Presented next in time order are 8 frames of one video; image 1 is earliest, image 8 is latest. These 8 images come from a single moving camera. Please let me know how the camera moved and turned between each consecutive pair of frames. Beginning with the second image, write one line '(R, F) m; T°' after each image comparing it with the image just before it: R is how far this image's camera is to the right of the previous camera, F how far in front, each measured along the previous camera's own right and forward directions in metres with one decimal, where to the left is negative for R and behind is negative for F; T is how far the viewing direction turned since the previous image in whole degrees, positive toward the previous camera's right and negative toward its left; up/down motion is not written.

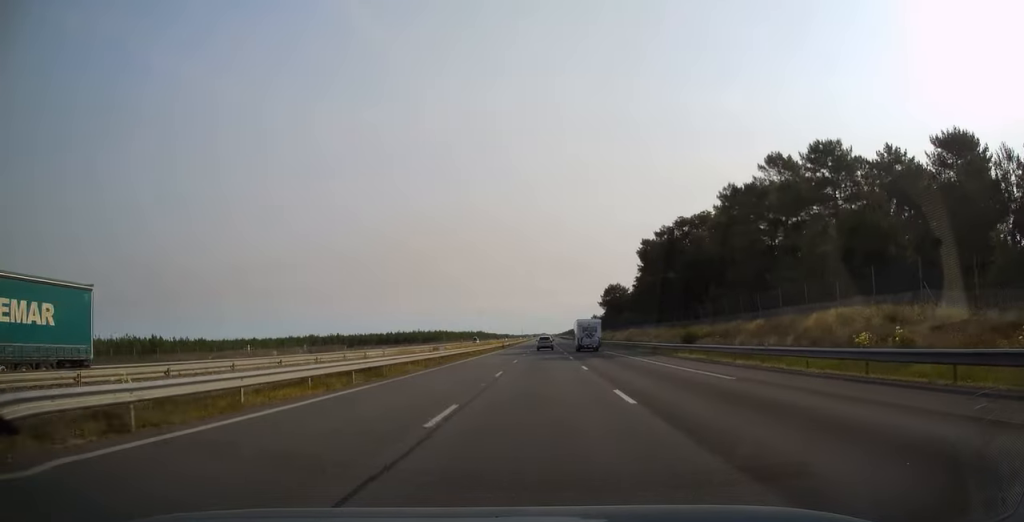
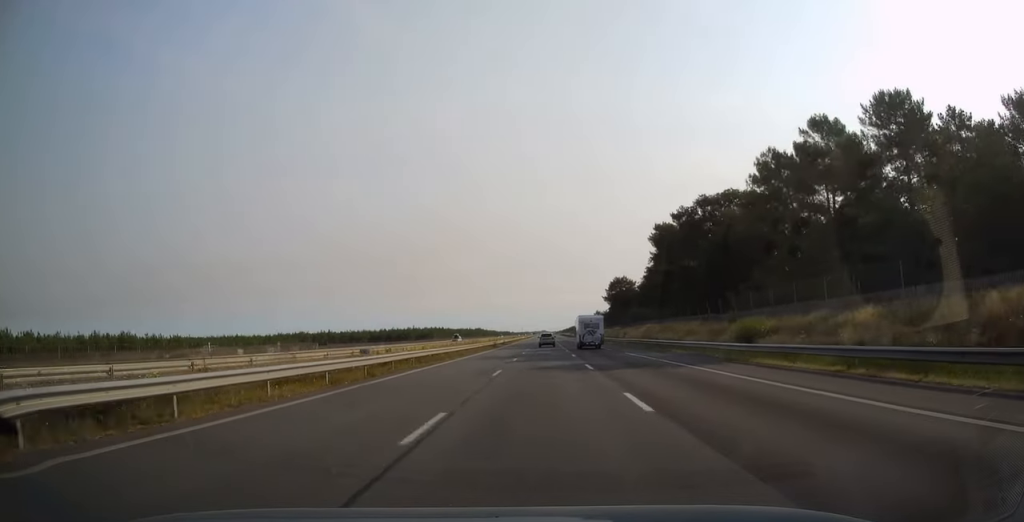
(-0.1, +14.8) m; 0°
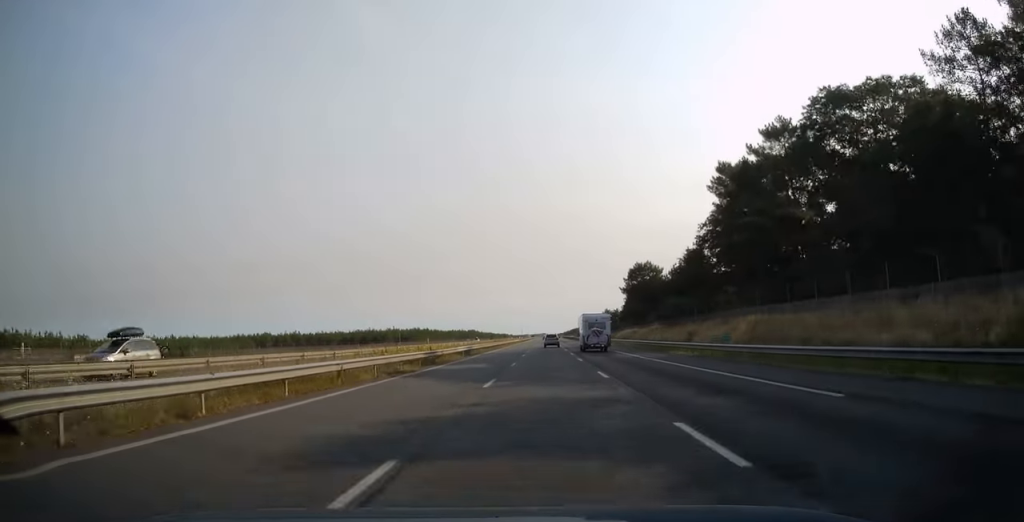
(-0.1, +43.4) m; 0°
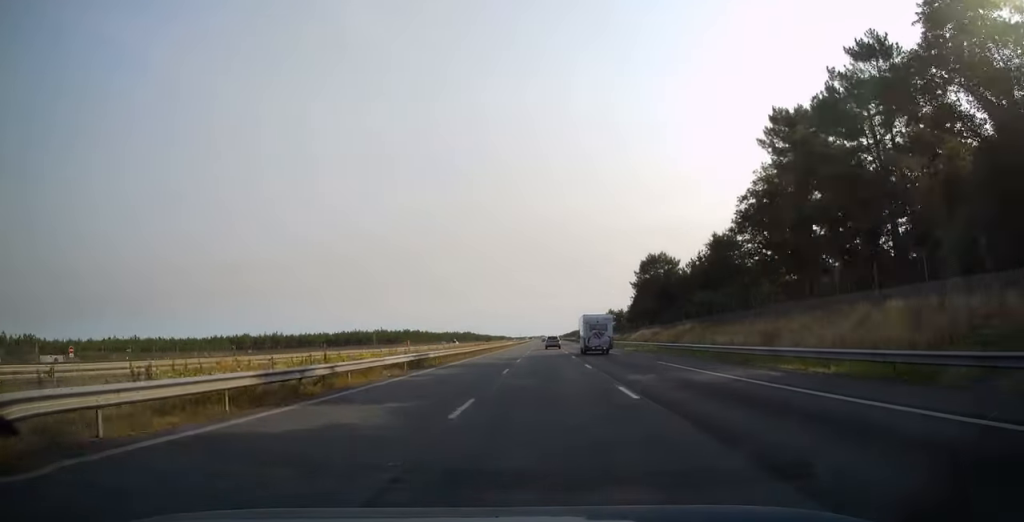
(0.0, +19.3) m; 0°
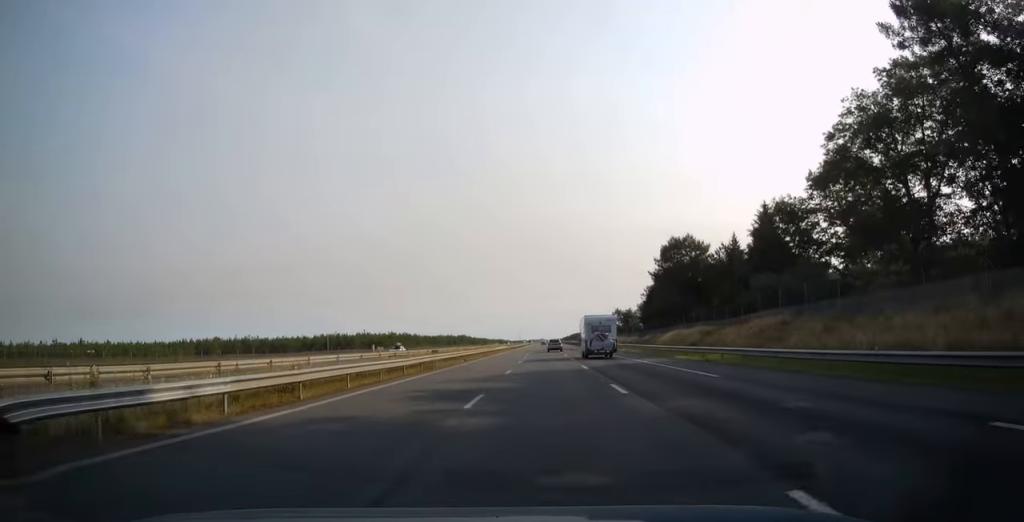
(0.0, +24.1) m; 0°
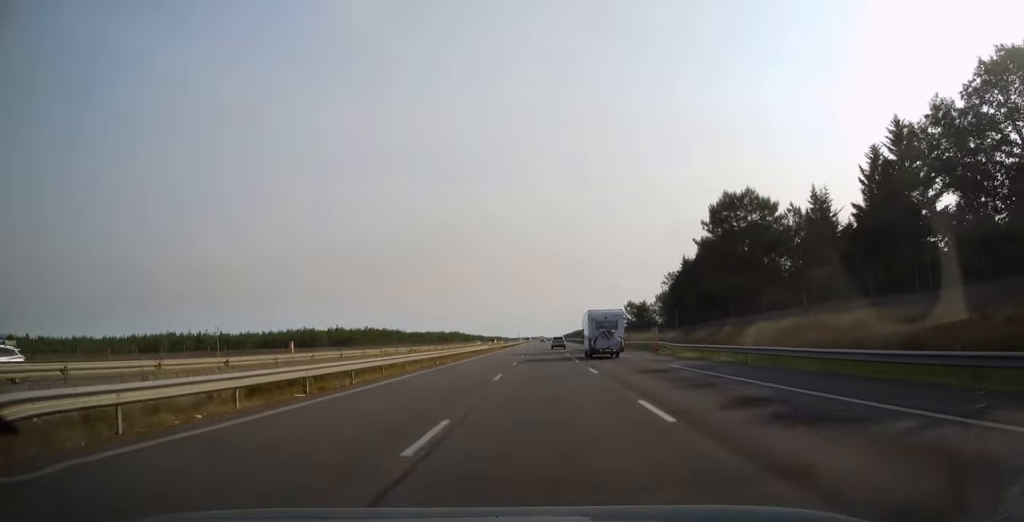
(+0.2, +31.4) m; 0°
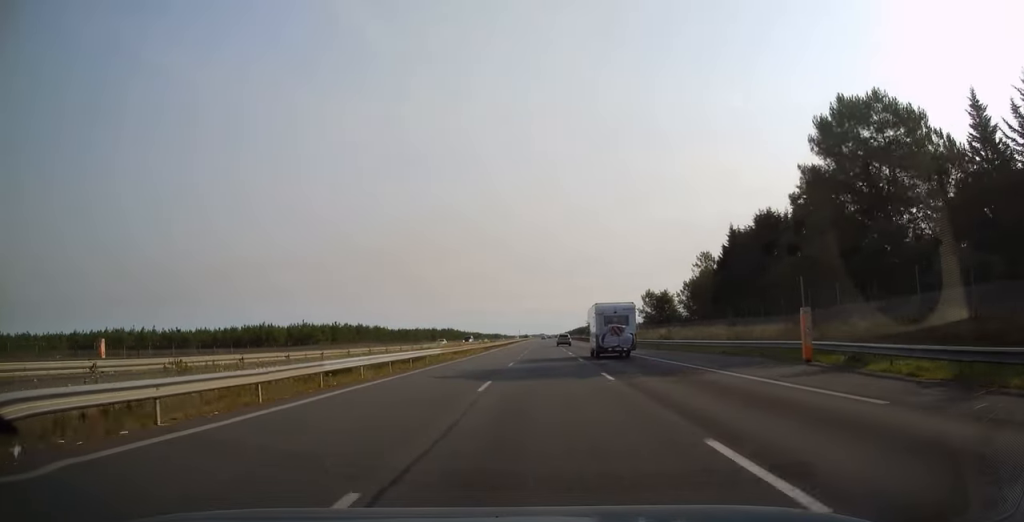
(-0.1, +30.9) m; 0°
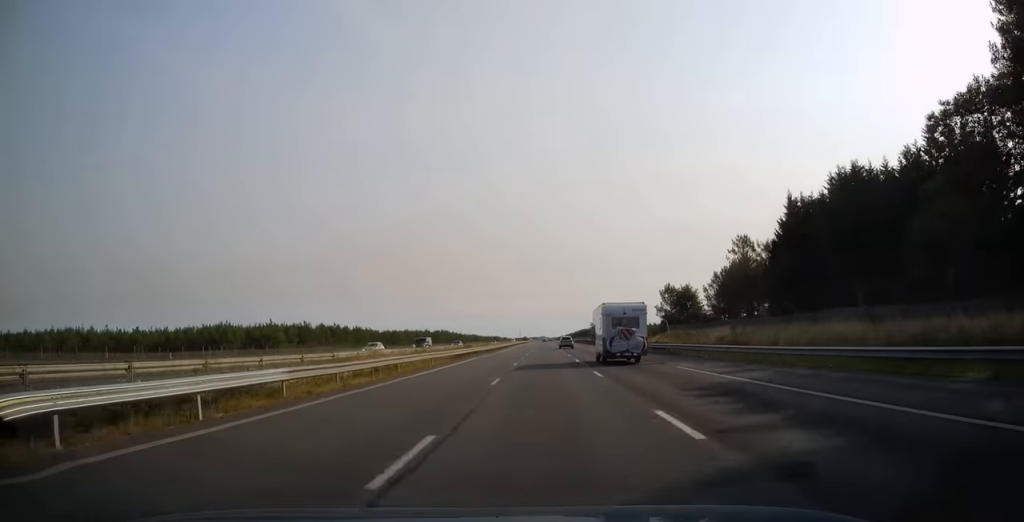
(-0.1, +22.6) m; 0°
